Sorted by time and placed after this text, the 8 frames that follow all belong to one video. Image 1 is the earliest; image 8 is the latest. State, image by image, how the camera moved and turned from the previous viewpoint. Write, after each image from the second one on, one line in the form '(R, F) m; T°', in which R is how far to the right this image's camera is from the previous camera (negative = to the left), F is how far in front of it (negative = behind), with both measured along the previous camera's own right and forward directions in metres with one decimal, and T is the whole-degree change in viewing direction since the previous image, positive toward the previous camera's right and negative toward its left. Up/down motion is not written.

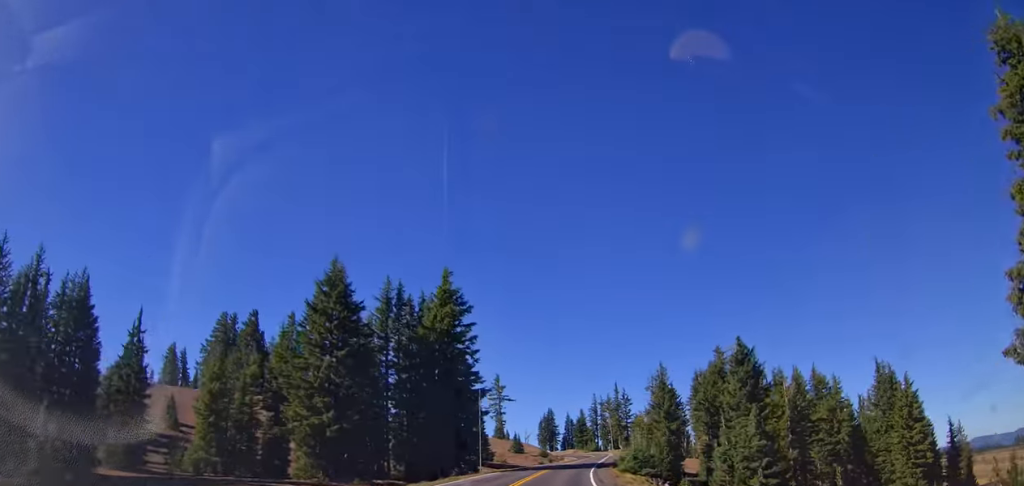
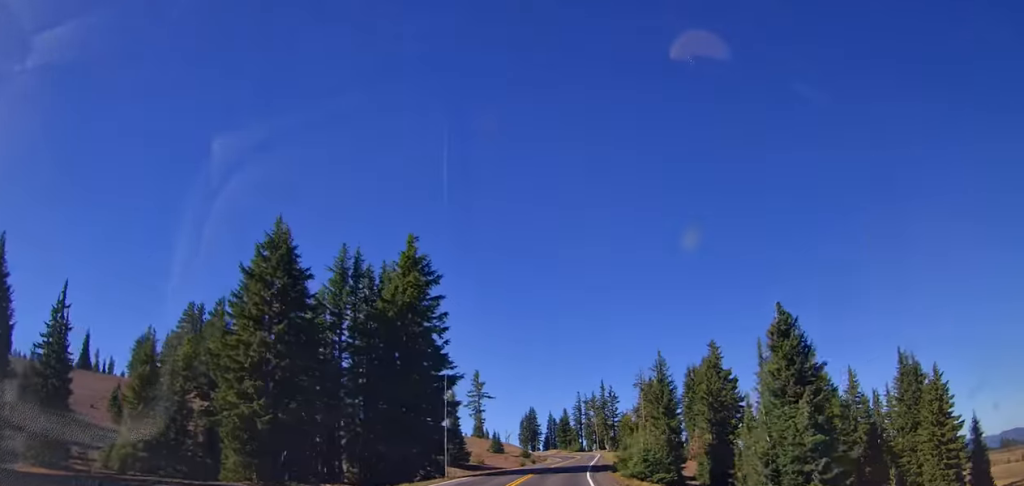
(-0.4, +9.2) m; +3°
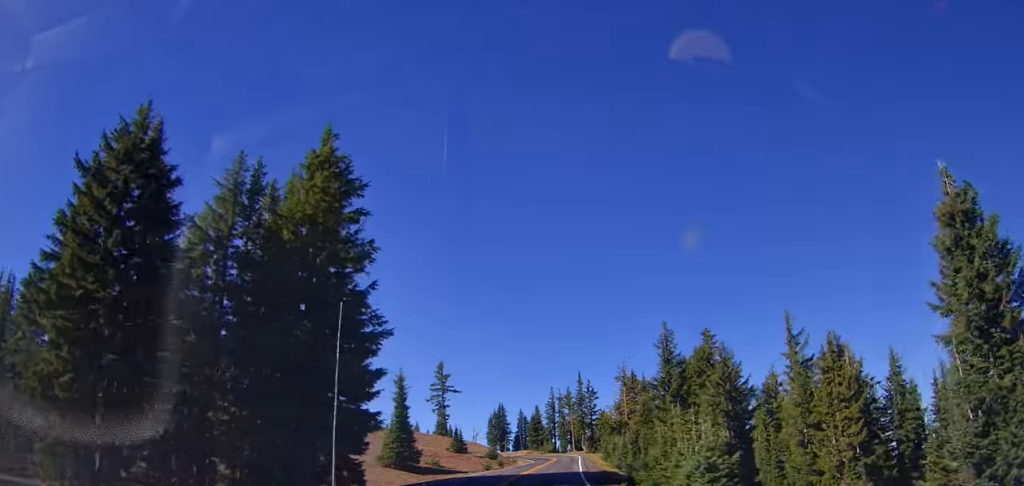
(+1.5, +16.0) m; +4°
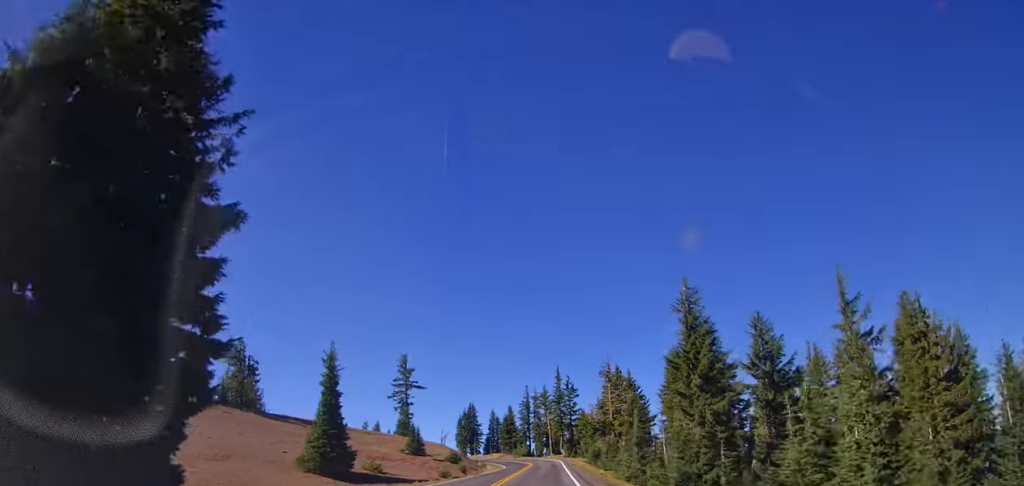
(+0.4, +15.3) m; +1°
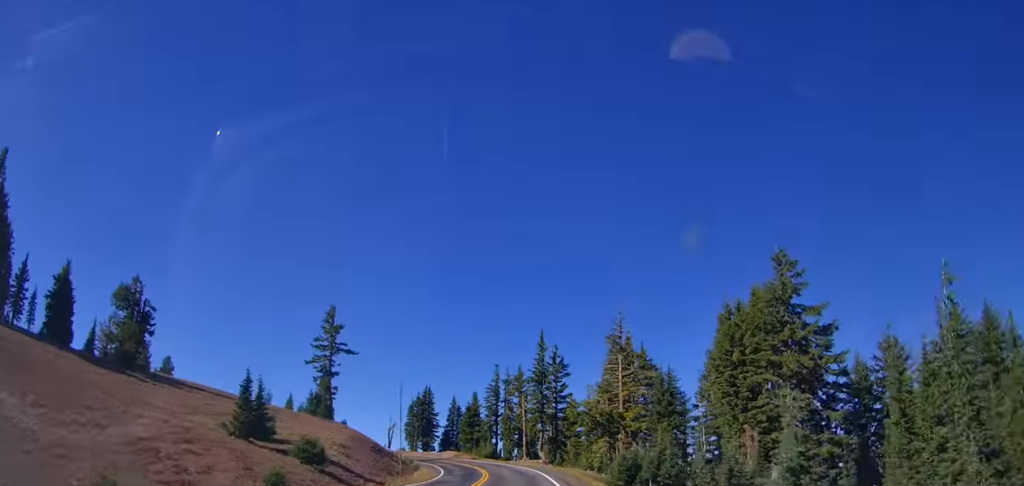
(0.0, +40.7) m; 0°
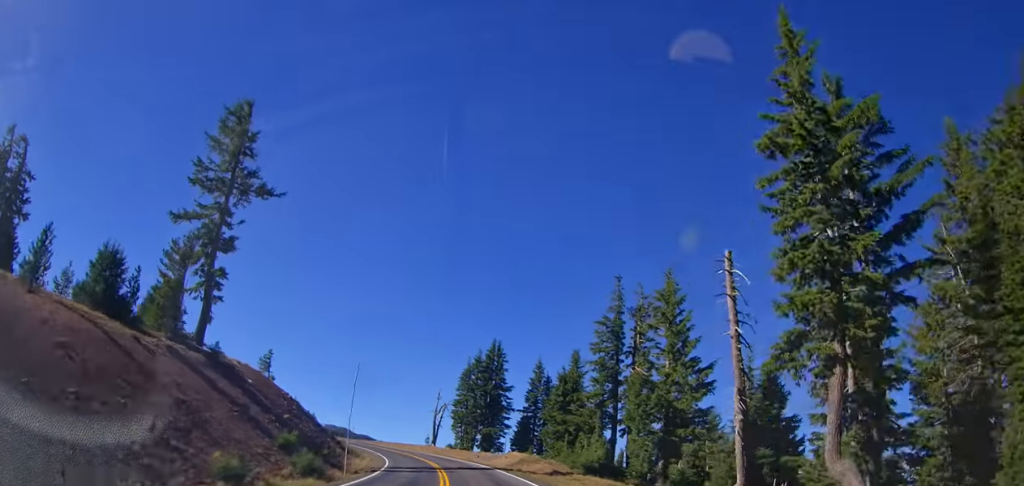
(0.0, +53.5) m; 0°
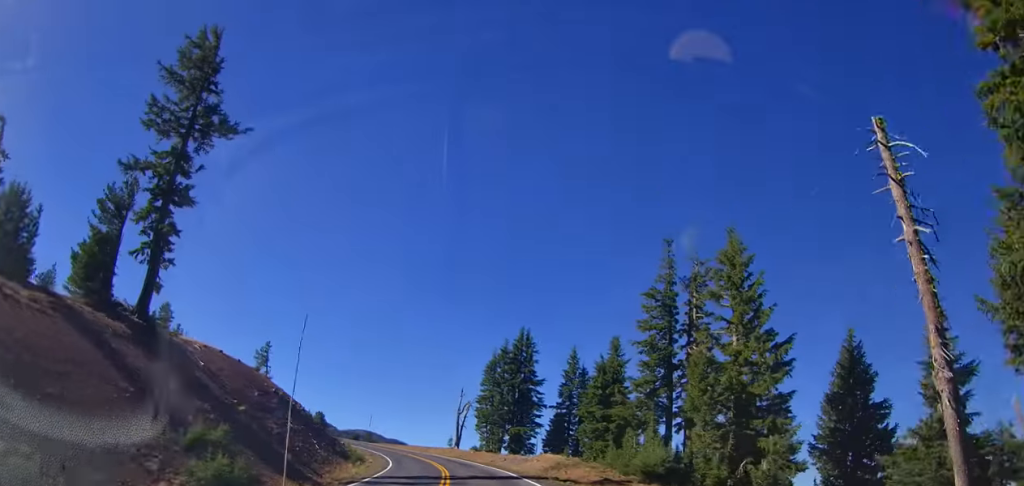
(0.0, +10.8) m; 0°
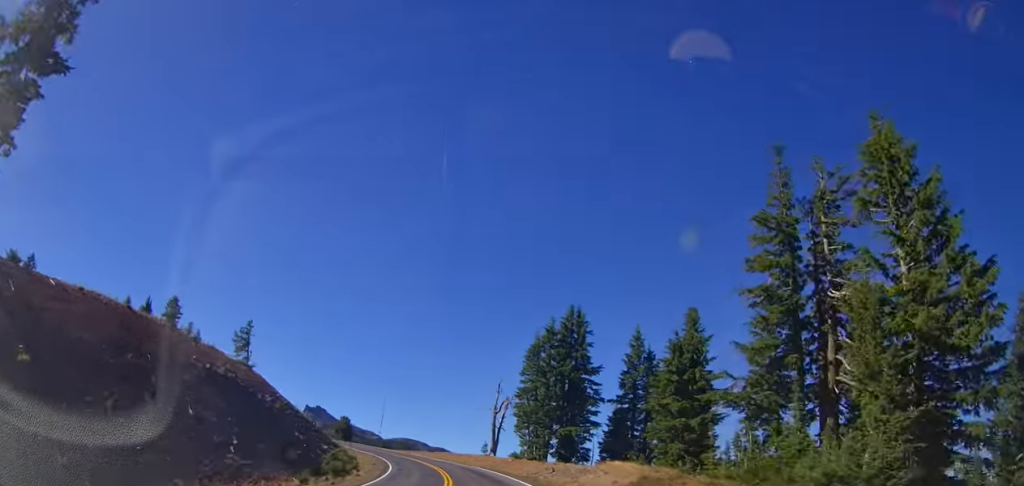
(0.0, +17.1) m; -1°
